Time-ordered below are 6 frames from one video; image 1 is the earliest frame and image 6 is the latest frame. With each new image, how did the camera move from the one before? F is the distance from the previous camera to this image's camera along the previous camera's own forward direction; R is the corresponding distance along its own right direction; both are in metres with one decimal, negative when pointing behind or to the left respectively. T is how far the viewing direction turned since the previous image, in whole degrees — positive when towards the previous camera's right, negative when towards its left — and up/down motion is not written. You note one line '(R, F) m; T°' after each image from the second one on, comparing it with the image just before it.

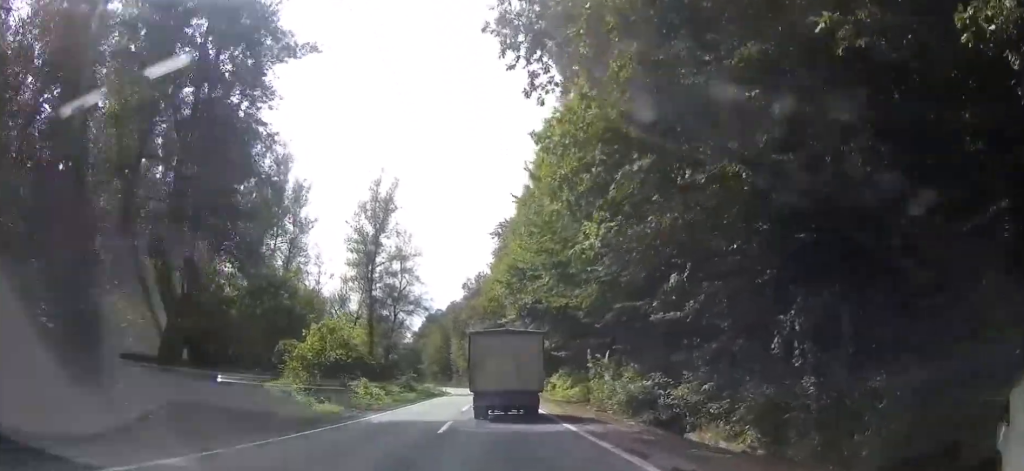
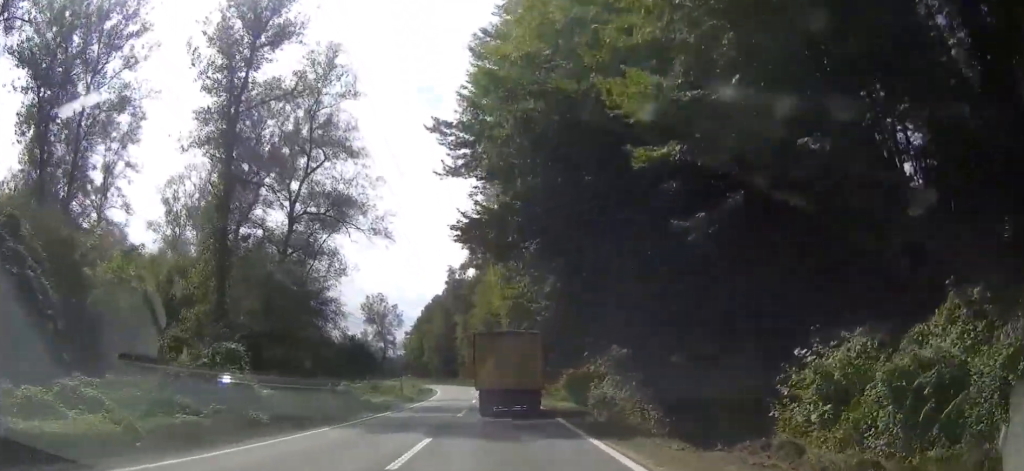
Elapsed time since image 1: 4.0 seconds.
(0.0, +53.0) m; 0°
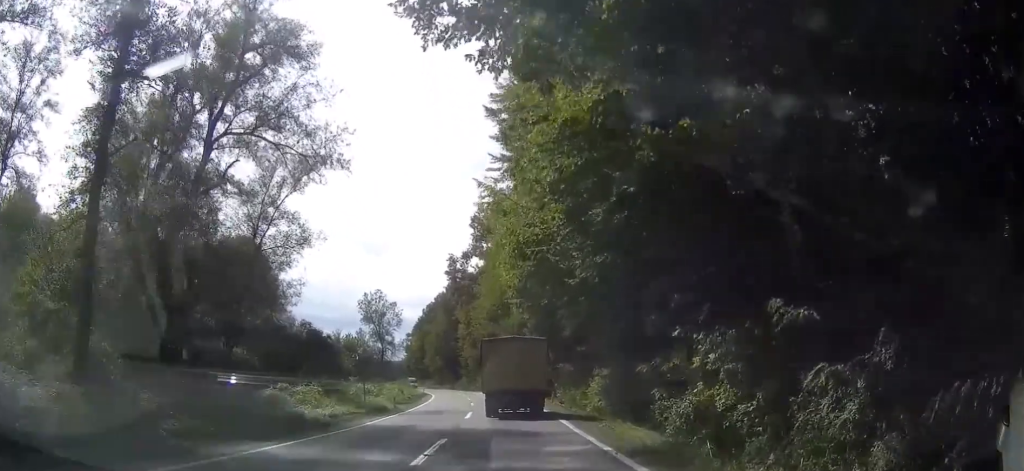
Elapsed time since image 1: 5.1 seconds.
(0.0, +14.2) m; 0°
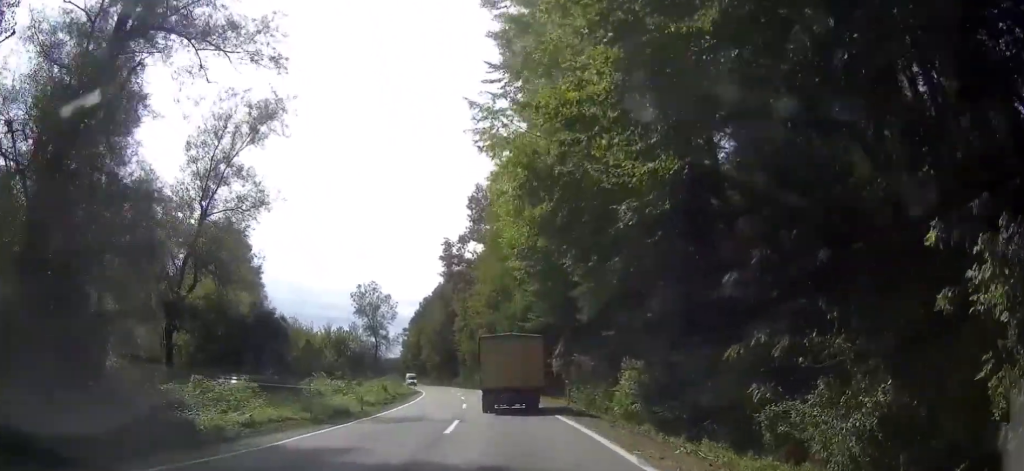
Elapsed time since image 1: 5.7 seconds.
(0.0, +9.0) m; 0°
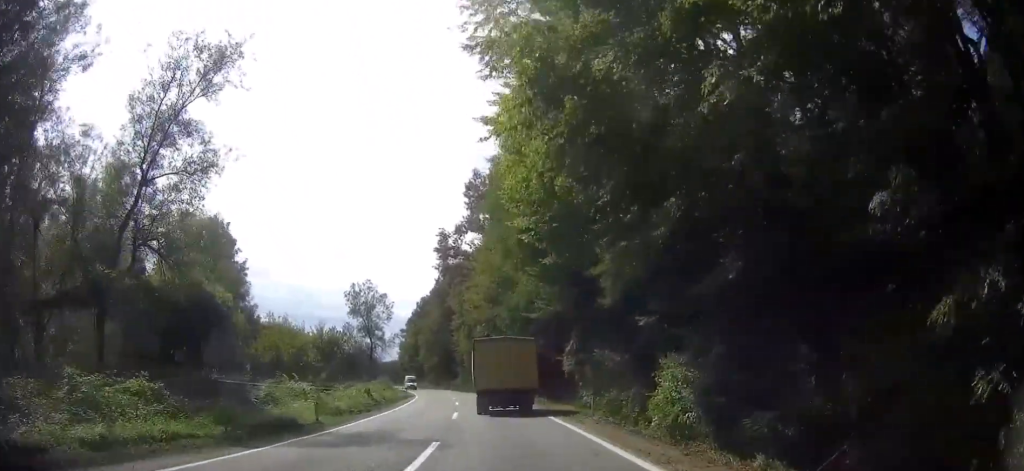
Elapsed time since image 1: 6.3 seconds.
(0.0, +7.2) m; 0°
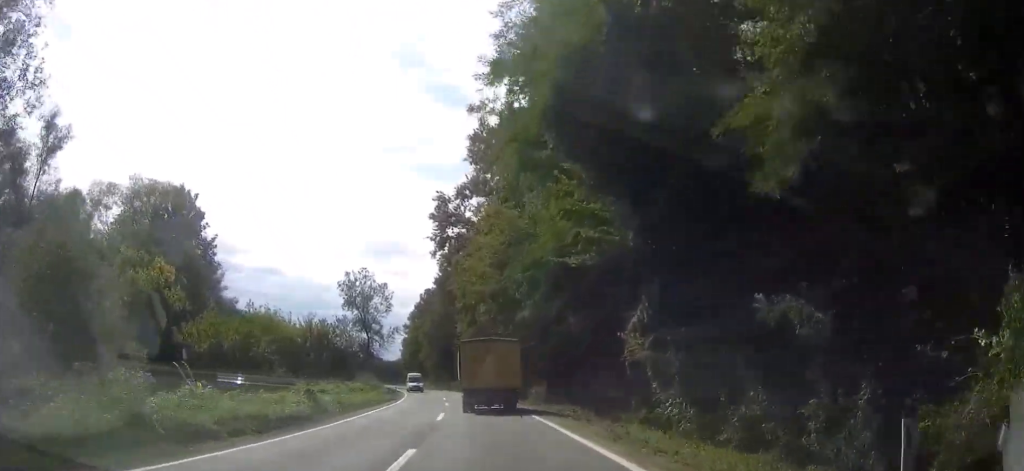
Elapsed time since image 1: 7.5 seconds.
(-0.2, +16.8) m; -3°
